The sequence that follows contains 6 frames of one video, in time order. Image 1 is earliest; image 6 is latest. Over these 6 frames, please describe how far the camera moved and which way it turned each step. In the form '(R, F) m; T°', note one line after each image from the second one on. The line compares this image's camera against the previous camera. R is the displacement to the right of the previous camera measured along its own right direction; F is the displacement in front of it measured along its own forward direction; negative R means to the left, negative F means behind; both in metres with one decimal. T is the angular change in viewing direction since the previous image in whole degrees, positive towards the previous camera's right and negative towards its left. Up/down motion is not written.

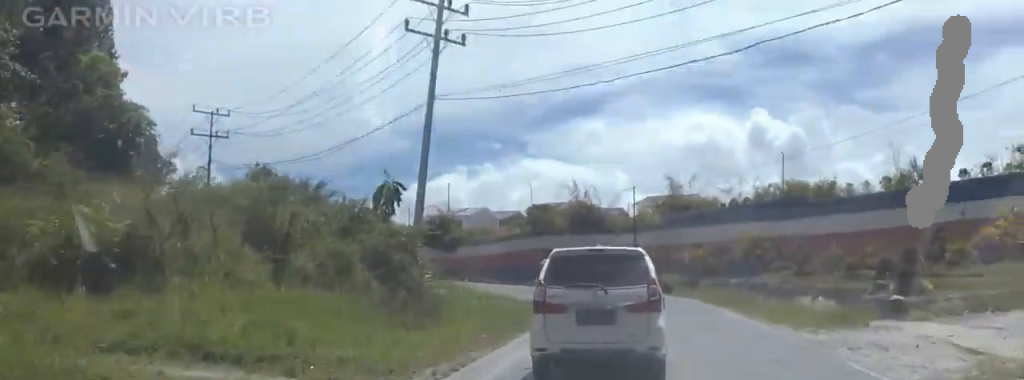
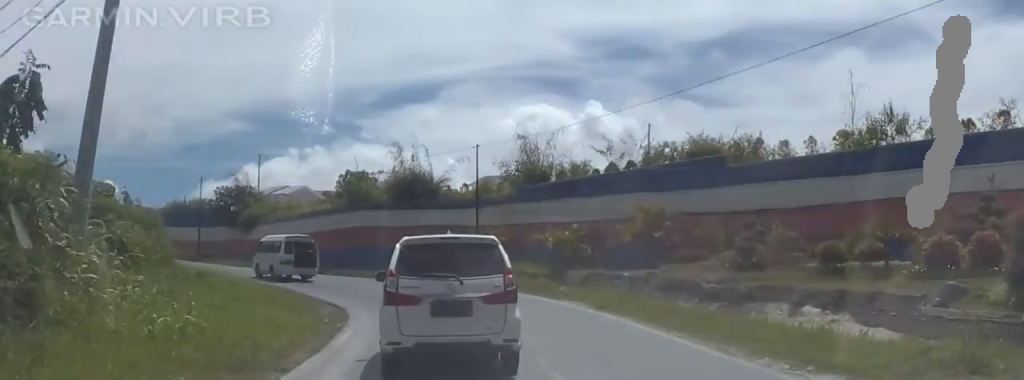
(+1.3, +13.7) m; +11°
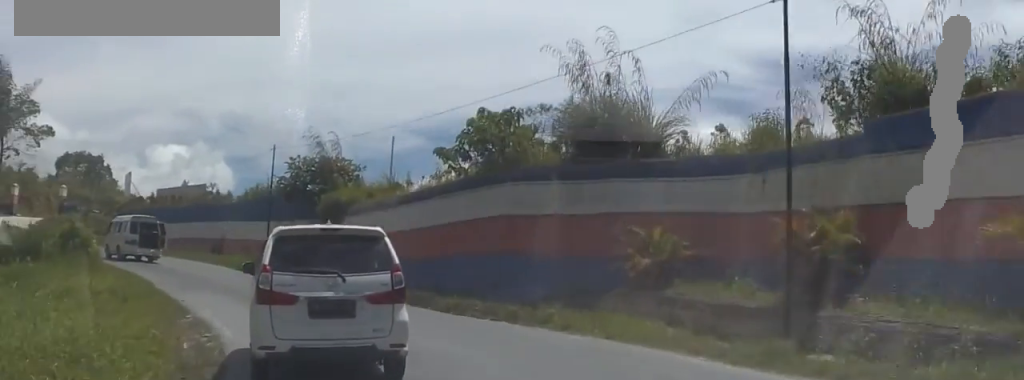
(-0.8, +24.4) m; -12°
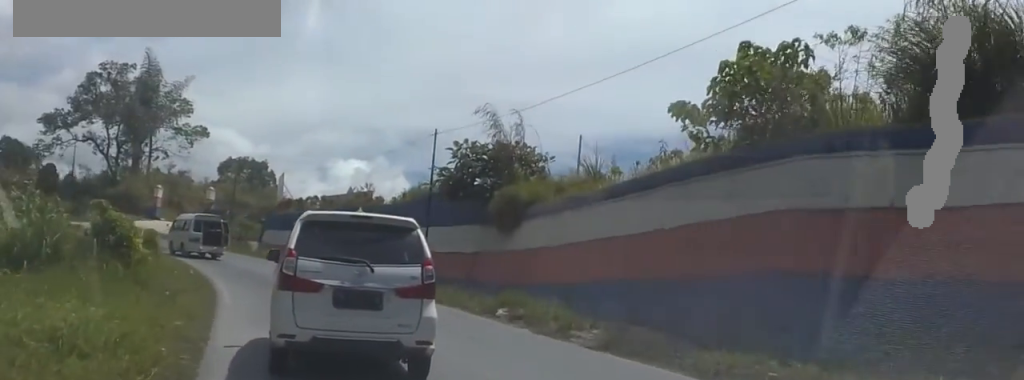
(-1.4, +9.6) m; -11°
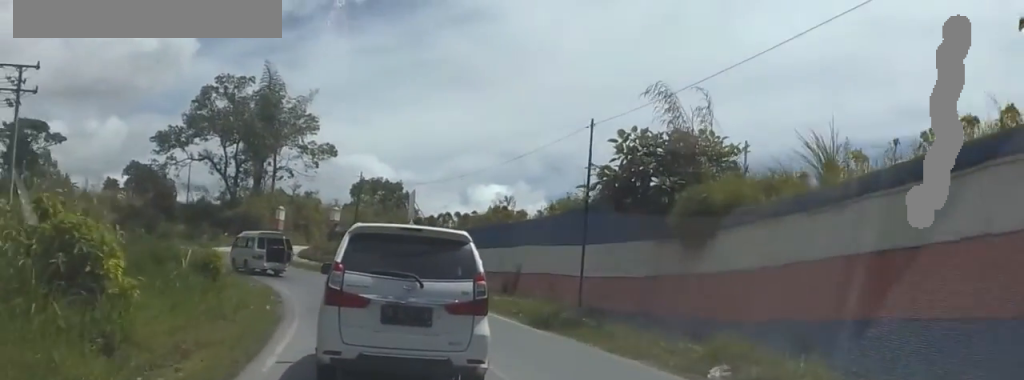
(-0.4, +7.4) m; -8°
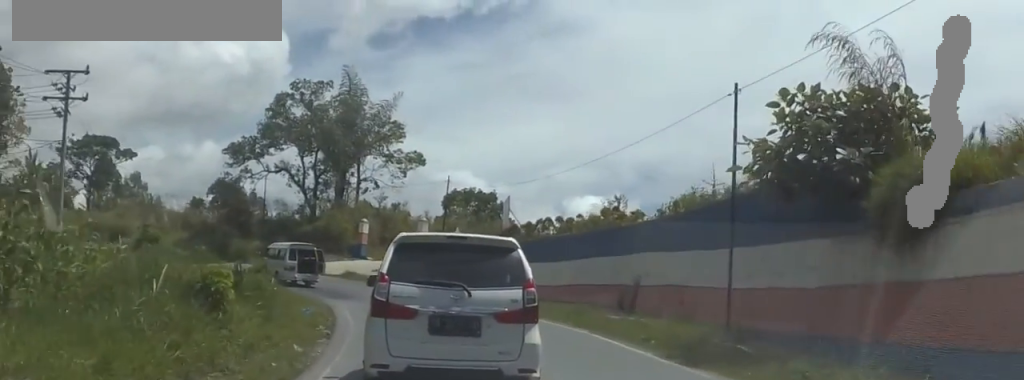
(0.0, +6.1) m; -4°
